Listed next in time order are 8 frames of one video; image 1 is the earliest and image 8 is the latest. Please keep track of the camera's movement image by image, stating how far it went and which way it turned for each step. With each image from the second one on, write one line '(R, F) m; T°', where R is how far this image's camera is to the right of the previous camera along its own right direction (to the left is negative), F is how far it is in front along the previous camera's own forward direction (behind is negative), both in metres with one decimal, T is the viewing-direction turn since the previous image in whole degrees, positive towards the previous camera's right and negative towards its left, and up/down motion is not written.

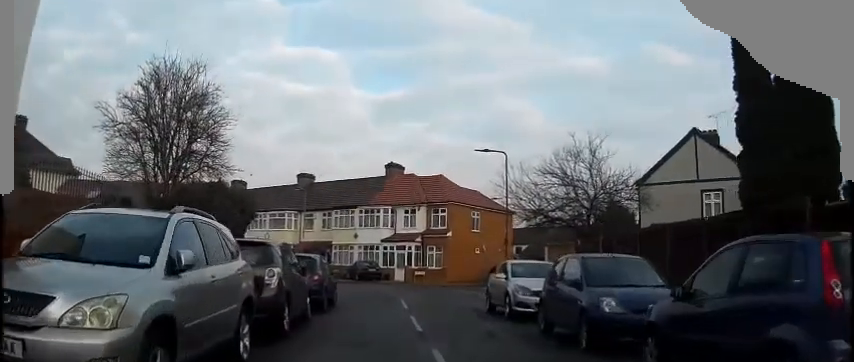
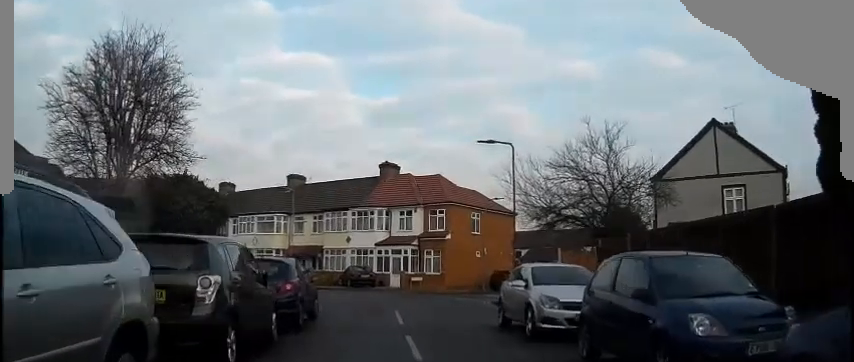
(0.0, +2.9) m; 0°
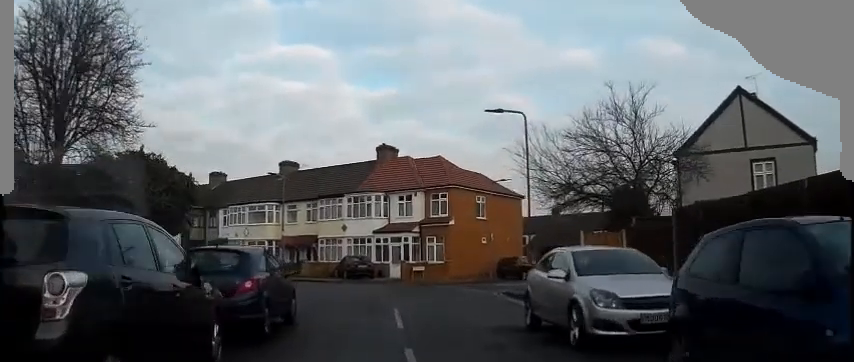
(-0.2, +2.8) m; 0°
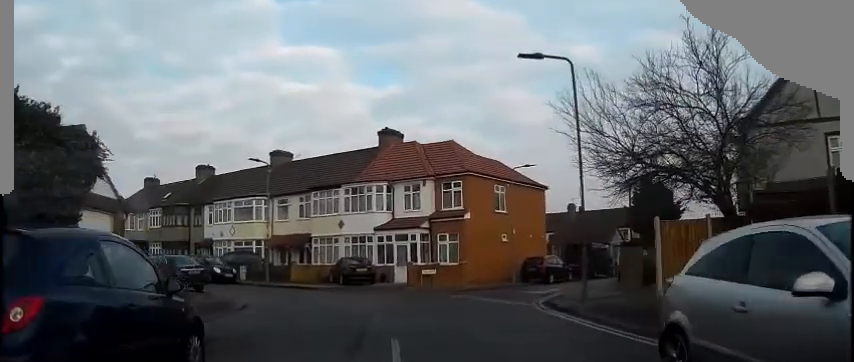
(+0.3, +5.6) m; +1°
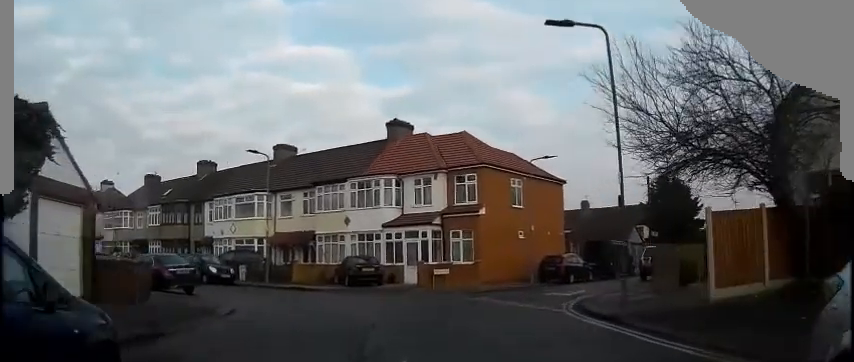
(0.0, +2.1) m; -2°
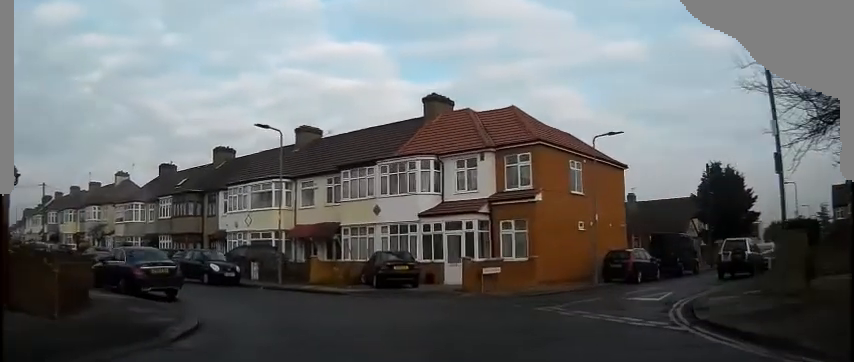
(-0.2, +4.8) m; -6°
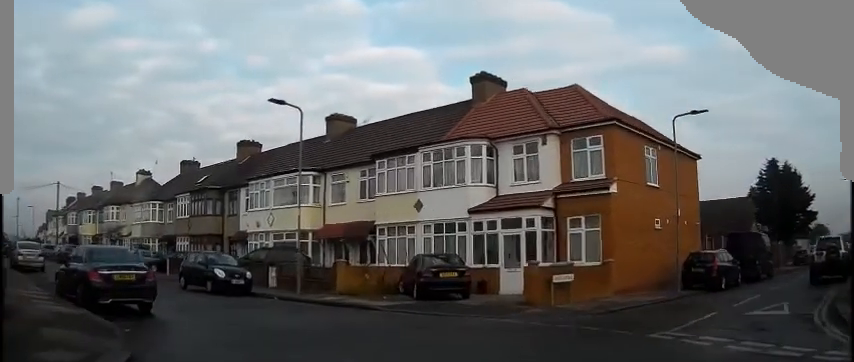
(-0.3, +4.3) m; -13°
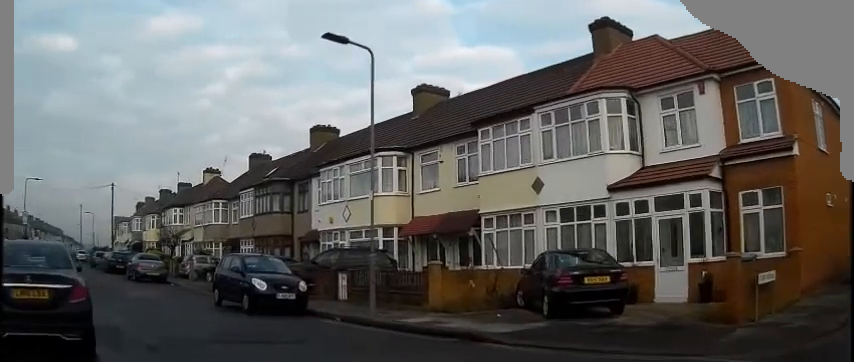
(-1.2, +5.7) m; -19°
